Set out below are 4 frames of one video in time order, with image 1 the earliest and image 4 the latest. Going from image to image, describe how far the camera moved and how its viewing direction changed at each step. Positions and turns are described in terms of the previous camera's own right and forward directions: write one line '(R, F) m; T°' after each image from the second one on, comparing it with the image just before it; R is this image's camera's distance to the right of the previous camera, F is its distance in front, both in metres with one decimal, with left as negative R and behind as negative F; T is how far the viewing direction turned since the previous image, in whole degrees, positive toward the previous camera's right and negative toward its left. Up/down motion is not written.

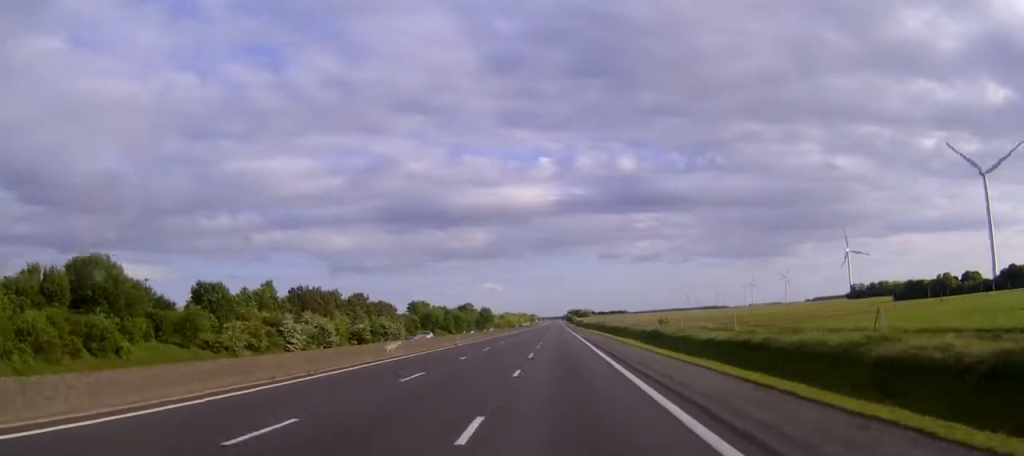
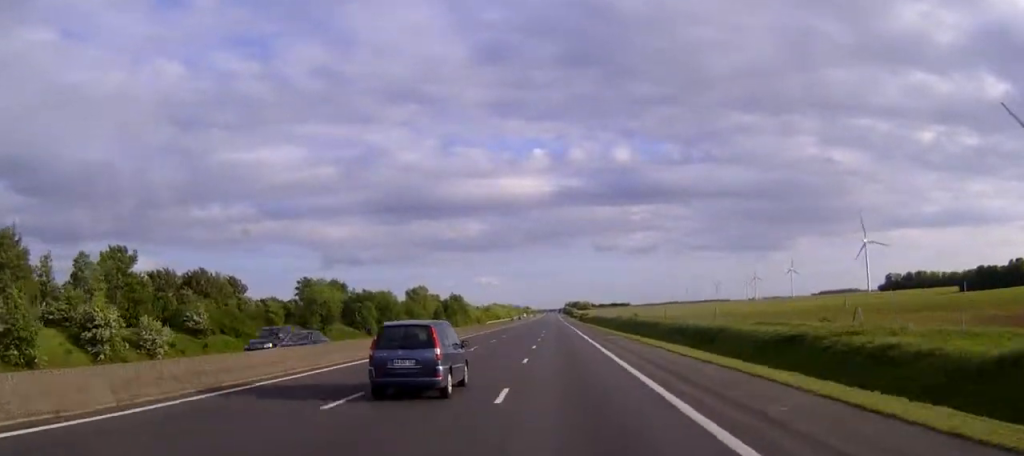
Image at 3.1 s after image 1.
(+0.2, +86.9) m; 0°
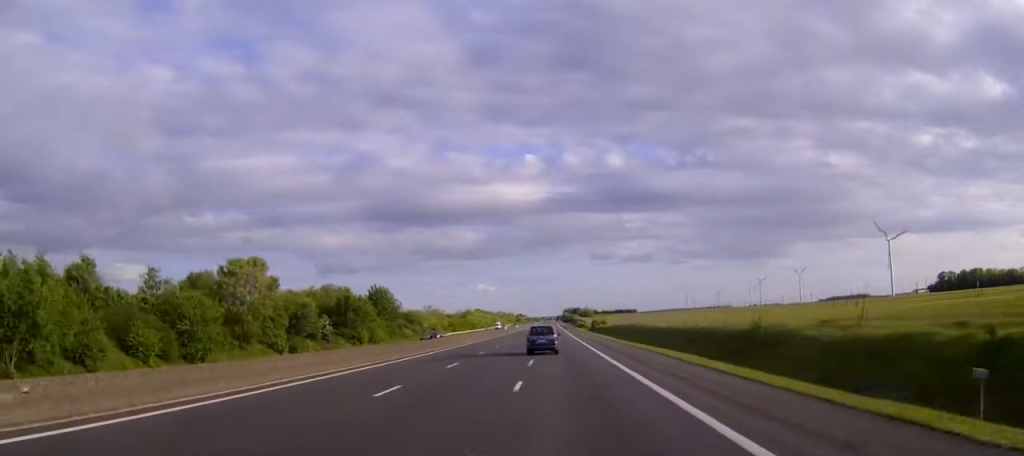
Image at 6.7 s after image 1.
(+0.1, +100.5) m; 0°
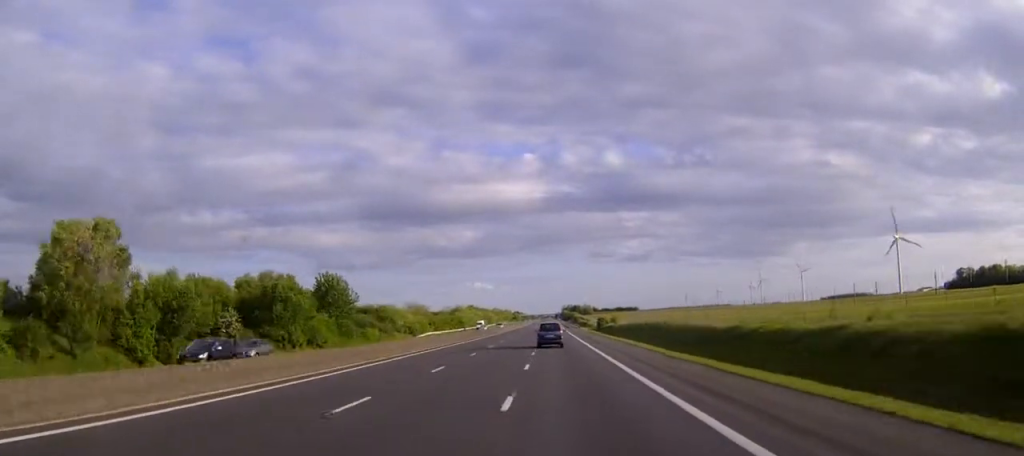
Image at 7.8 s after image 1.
(0.0, +29.8) m; 0°
